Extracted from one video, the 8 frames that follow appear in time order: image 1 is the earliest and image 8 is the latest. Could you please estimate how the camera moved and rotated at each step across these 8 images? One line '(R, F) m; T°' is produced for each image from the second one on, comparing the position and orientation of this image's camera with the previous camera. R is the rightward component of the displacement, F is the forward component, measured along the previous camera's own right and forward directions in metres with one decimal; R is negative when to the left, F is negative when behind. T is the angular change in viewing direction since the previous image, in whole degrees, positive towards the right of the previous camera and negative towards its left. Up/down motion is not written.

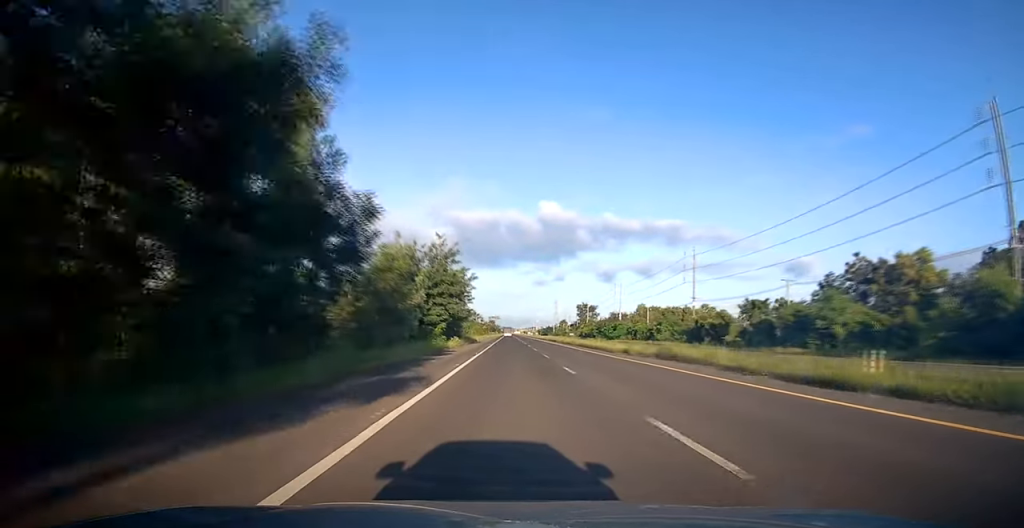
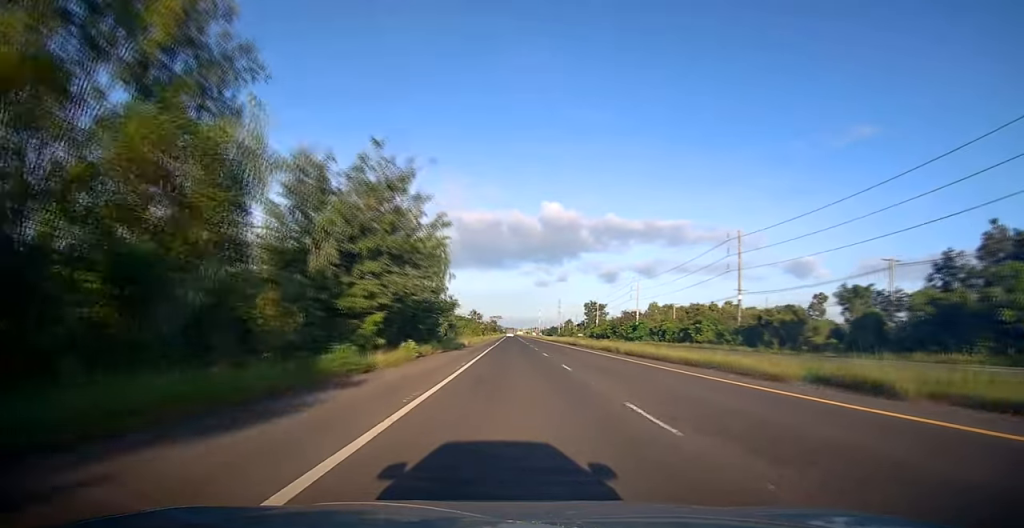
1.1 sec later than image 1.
(-0.2, +21.8) m; 0°
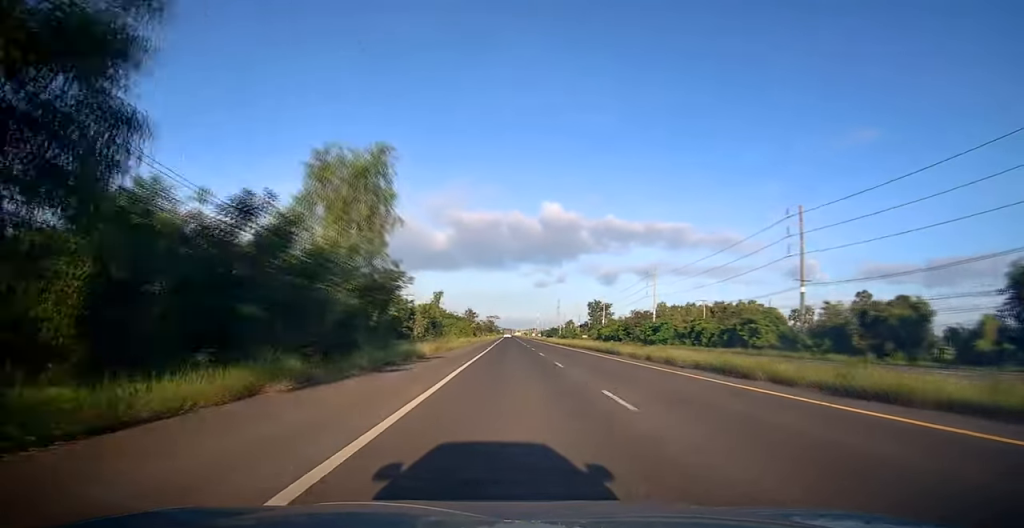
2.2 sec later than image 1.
(+0.3, +21.2) m; 0°
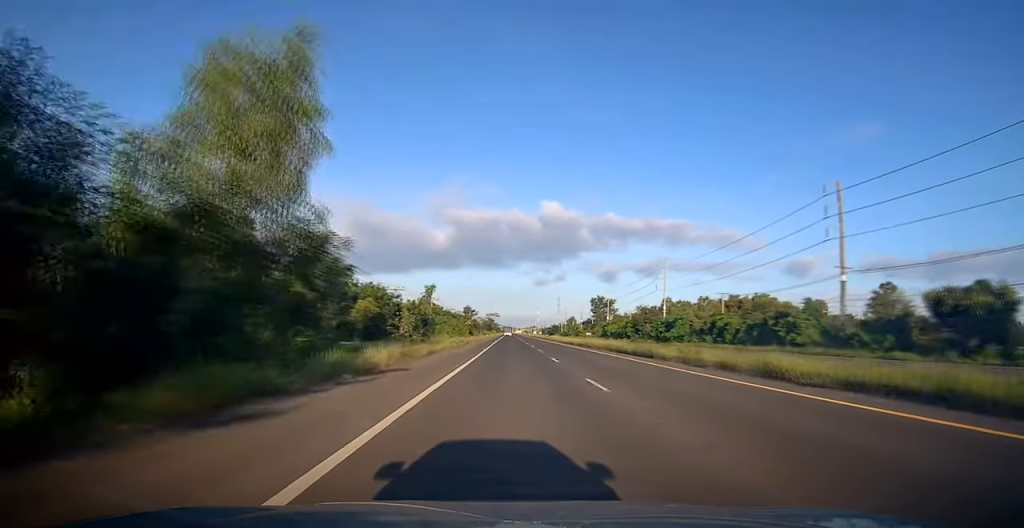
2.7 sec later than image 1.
(-0.1, +9.5) m; 0°
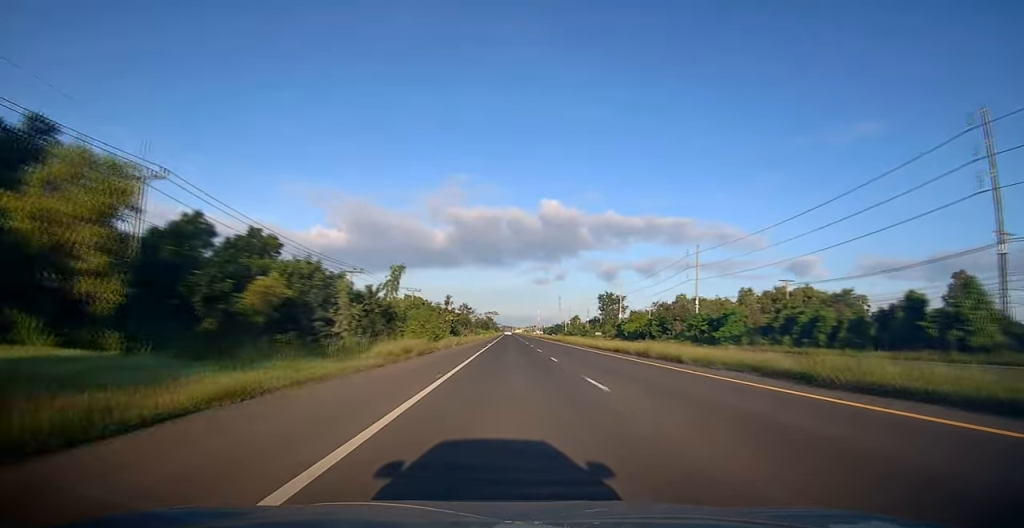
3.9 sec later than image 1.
(-0.2, +24.1) m; -1°
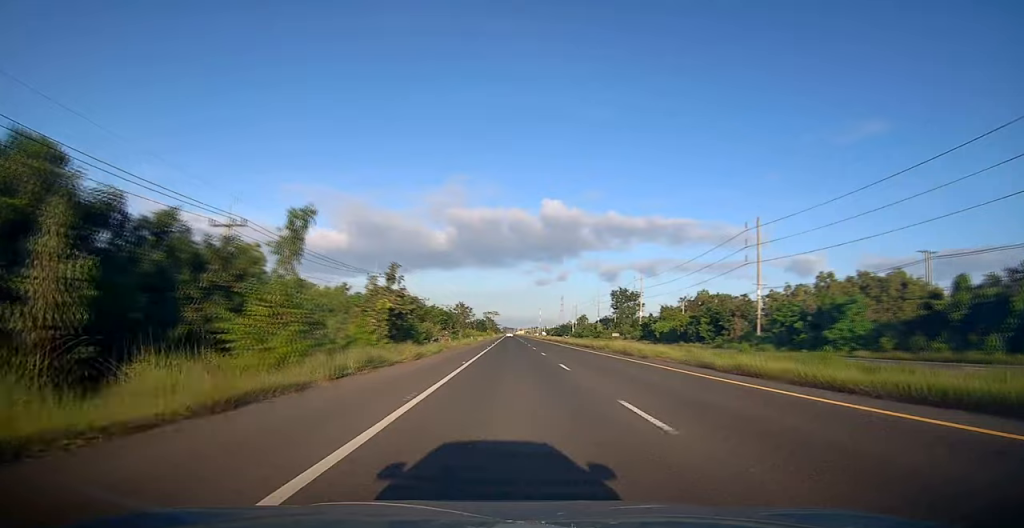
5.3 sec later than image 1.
(0.0, +28.3) m; 0°
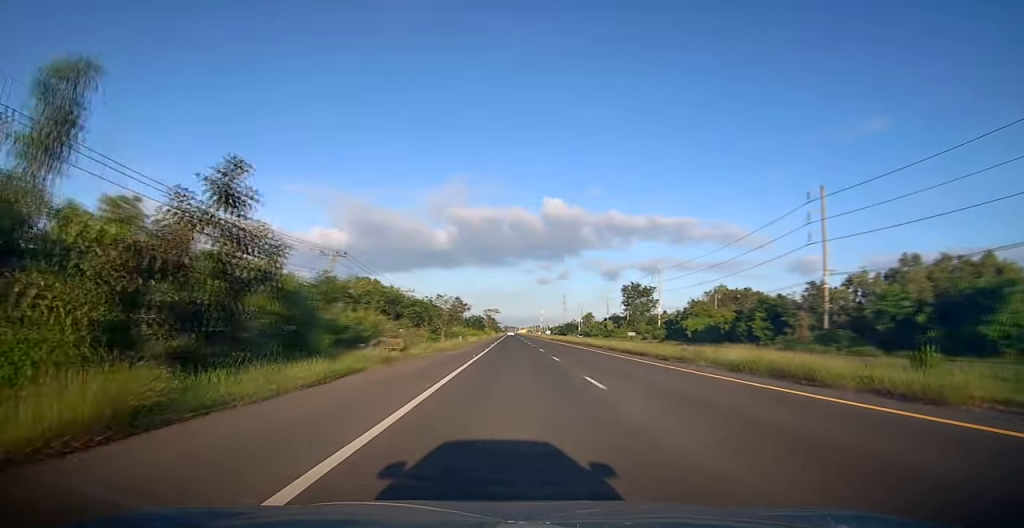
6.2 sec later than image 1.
(+0.1, +18.7) m; 0°
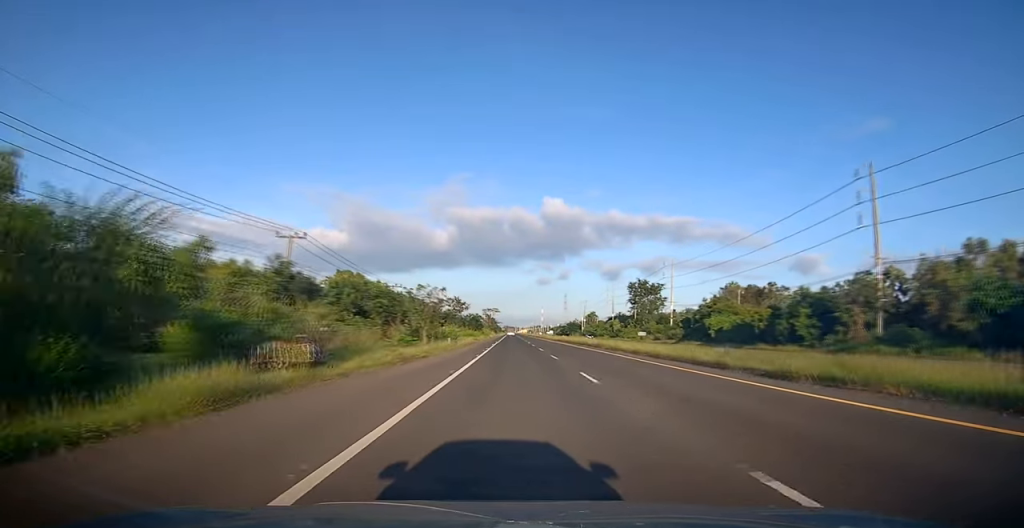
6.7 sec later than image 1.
(0.0, +10.7) m; 0°
